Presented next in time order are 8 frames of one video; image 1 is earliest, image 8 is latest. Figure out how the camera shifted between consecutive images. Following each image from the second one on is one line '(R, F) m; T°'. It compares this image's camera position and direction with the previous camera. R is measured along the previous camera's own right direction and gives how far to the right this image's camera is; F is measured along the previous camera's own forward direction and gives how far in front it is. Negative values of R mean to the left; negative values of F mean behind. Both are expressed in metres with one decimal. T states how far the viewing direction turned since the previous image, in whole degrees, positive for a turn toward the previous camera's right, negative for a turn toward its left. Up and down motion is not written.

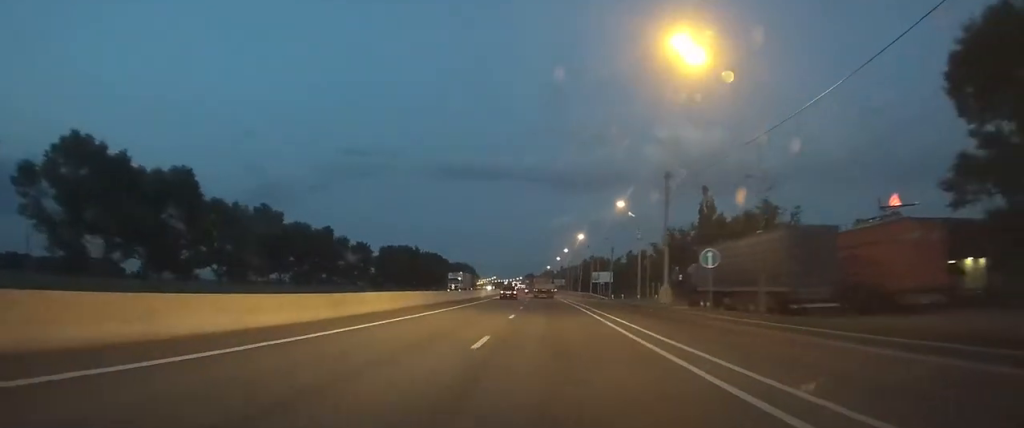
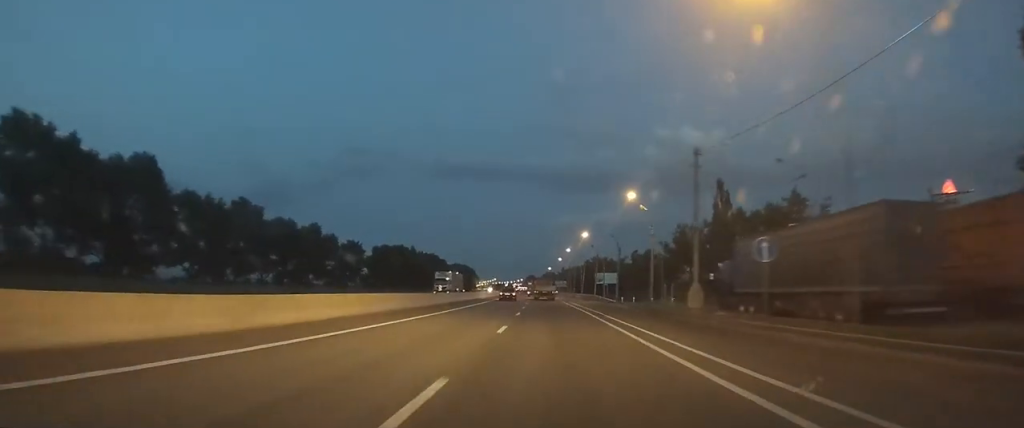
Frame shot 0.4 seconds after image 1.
(0.0, +7.2) m; -1°
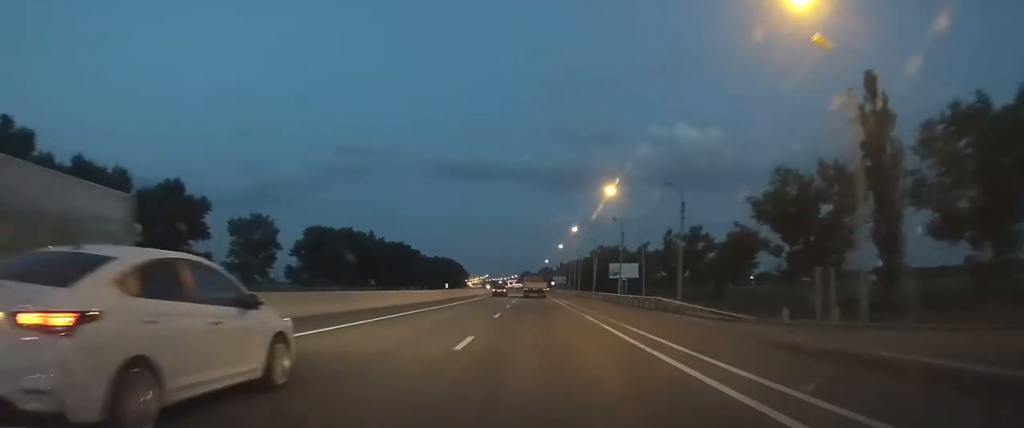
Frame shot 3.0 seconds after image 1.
(-1.0, +41.8) m; -2°
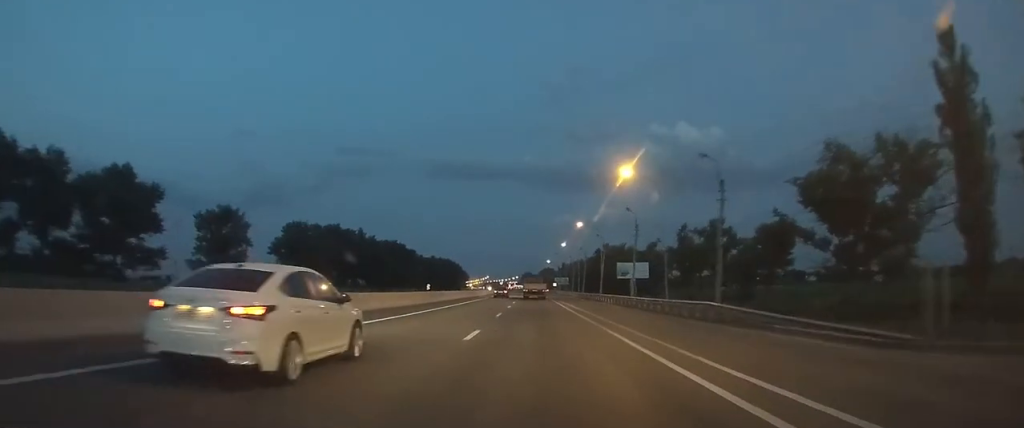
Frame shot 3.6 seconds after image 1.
(-0.1, +9.9) m; 0°
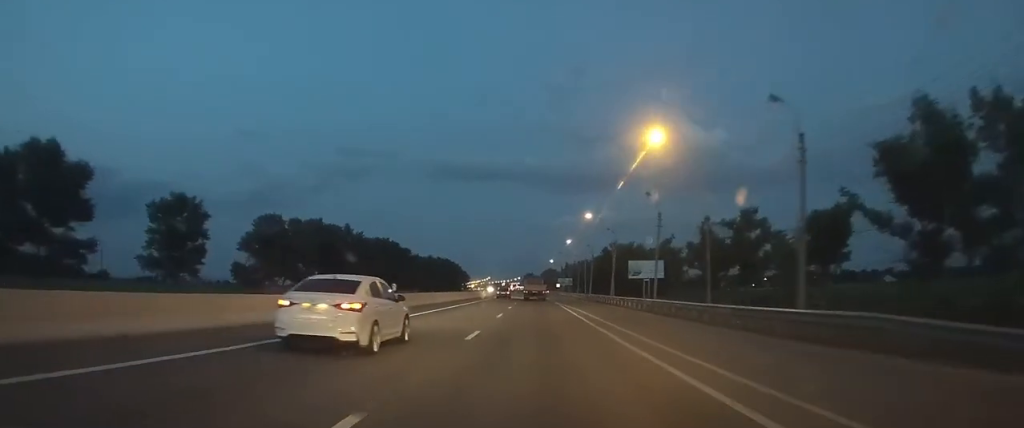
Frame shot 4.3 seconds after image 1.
(0.0, +11.6) m; 0°
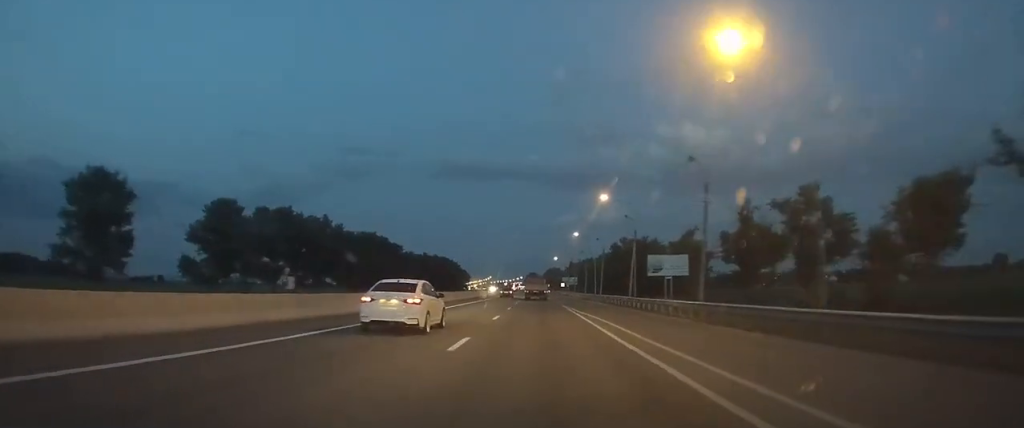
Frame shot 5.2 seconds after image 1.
(0.0, +15.1) m; 0°
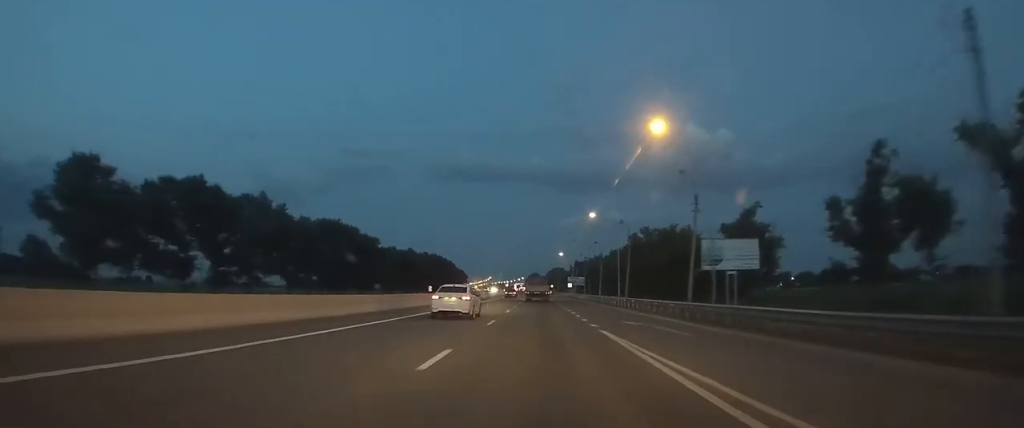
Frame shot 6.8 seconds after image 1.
(+0.2, +27.3) m; +1°
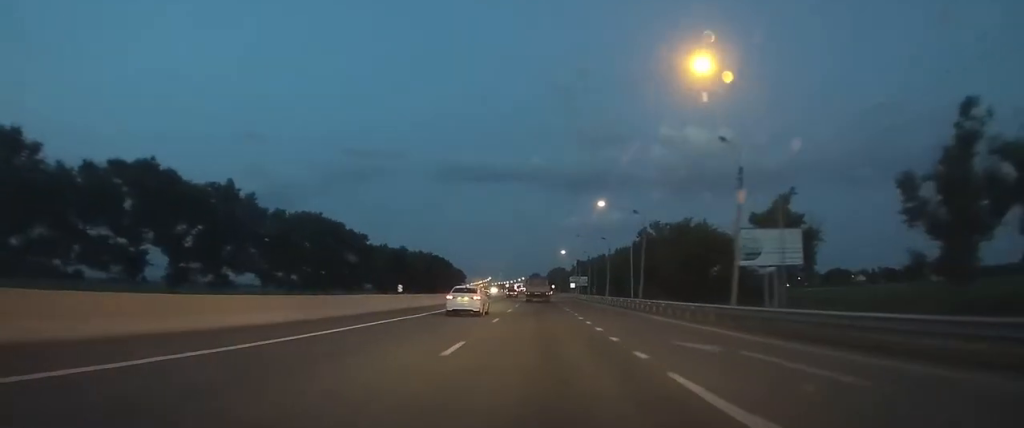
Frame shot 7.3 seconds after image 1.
(0.0, +9.9) m; -1°
